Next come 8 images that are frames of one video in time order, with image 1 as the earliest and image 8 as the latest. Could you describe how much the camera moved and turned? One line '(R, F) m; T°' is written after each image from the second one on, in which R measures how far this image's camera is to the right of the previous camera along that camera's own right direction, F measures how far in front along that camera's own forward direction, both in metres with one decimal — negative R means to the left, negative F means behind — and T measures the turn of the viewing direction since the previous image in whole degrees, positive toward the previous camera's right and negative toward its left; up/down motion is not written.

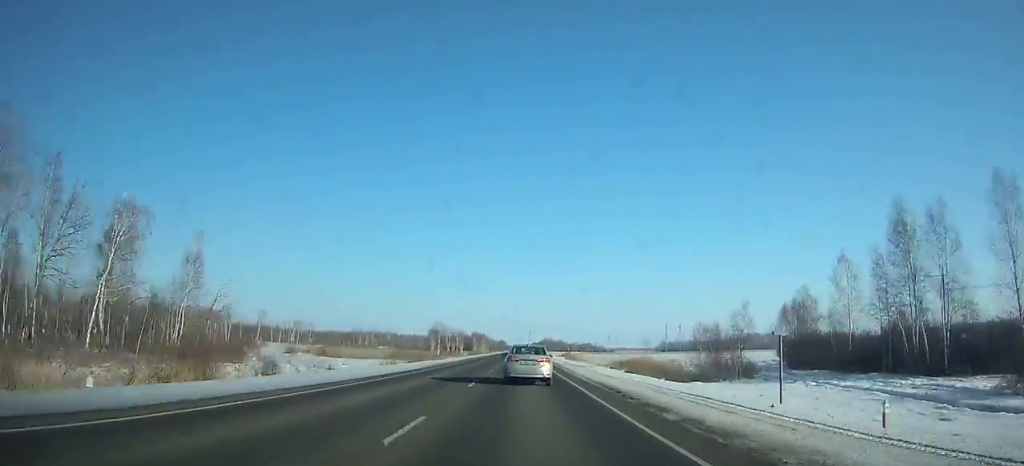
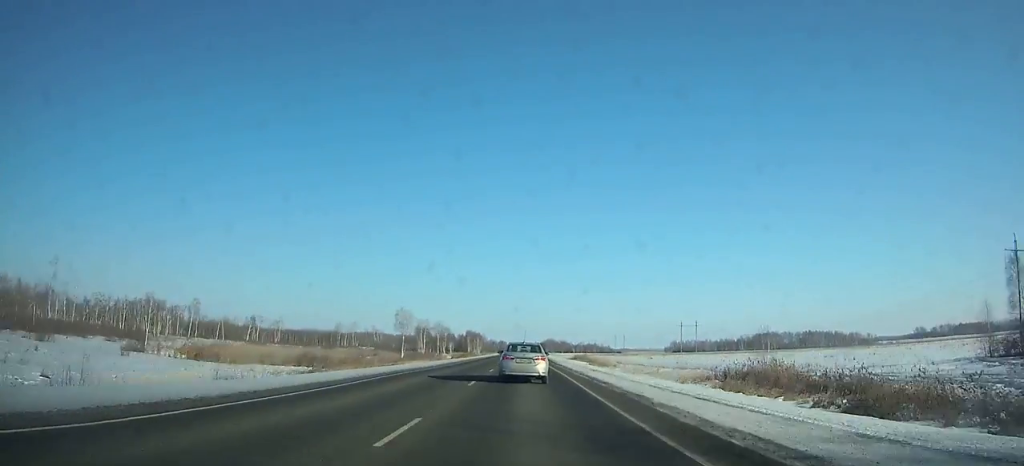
(-0.2, +48.3) m; 0°
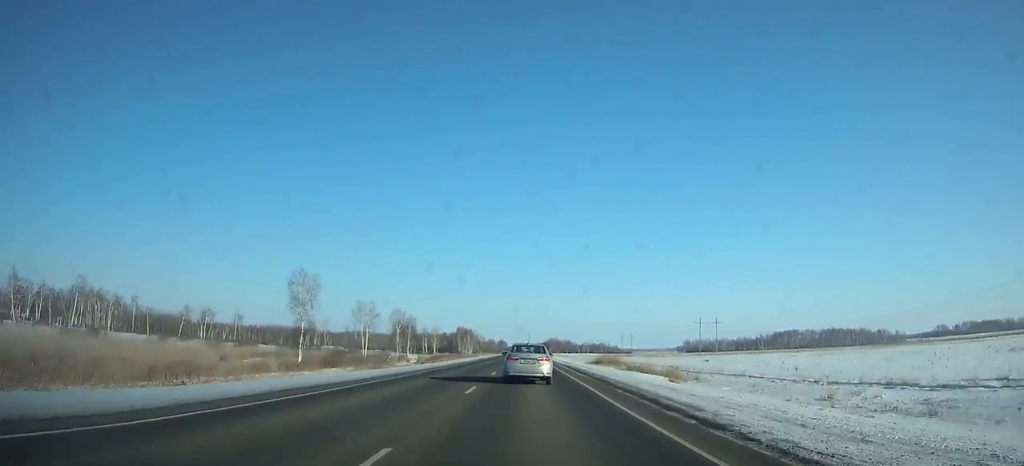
(0.0, +51.1) m; 0°
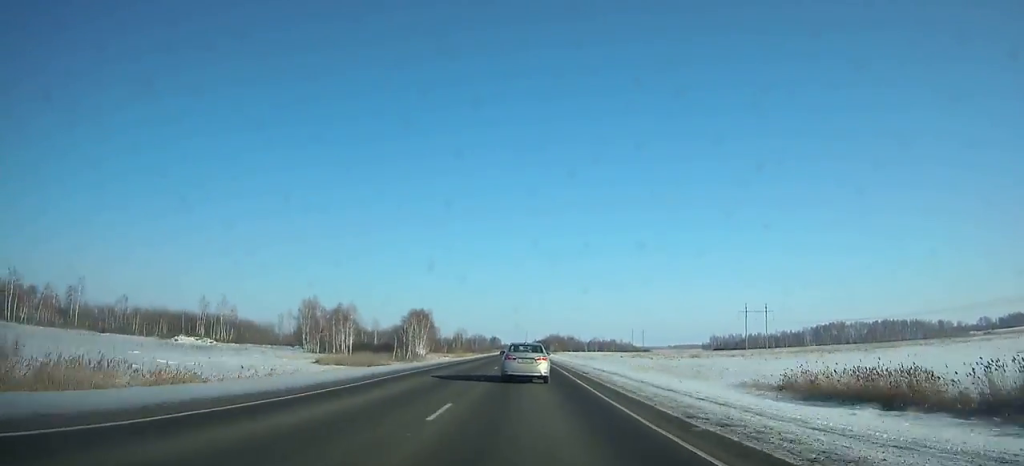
(+0.5, +100.0) m; 0°
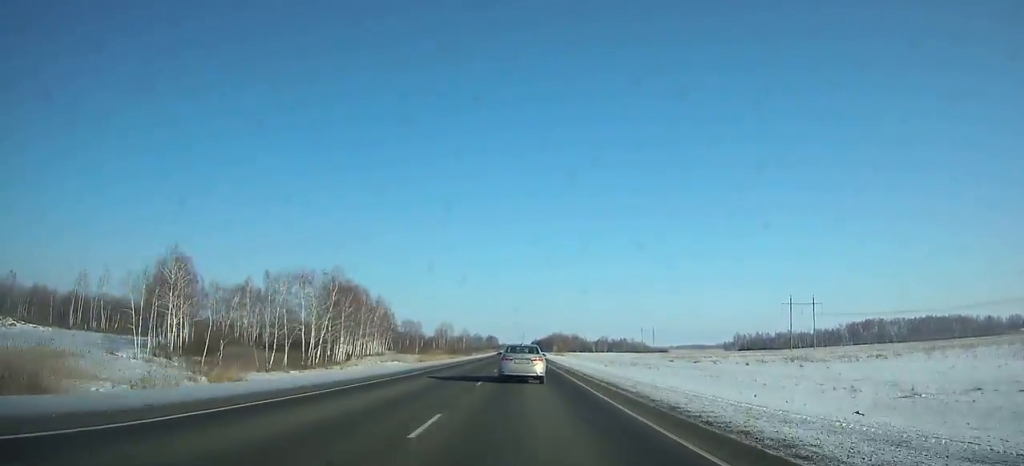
(+0.1, +62.2) m; 0°
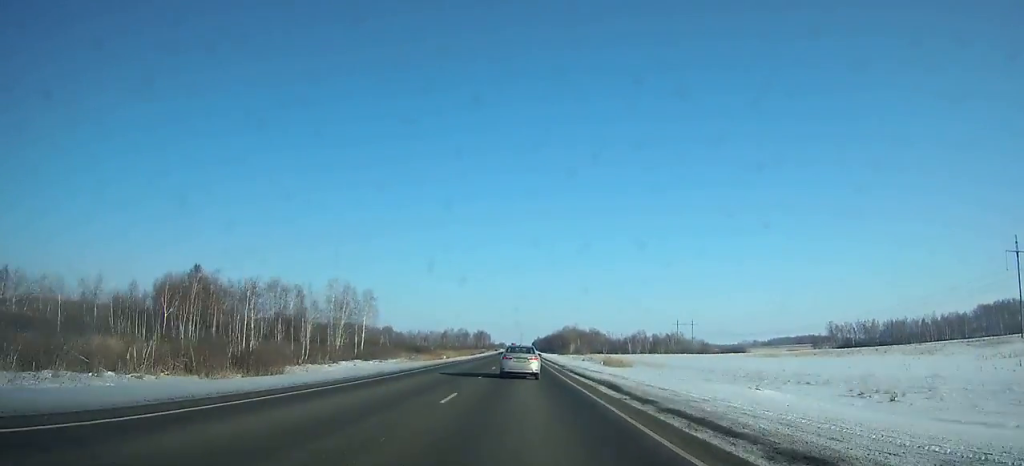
(+0.2, +149.1) m; 0°
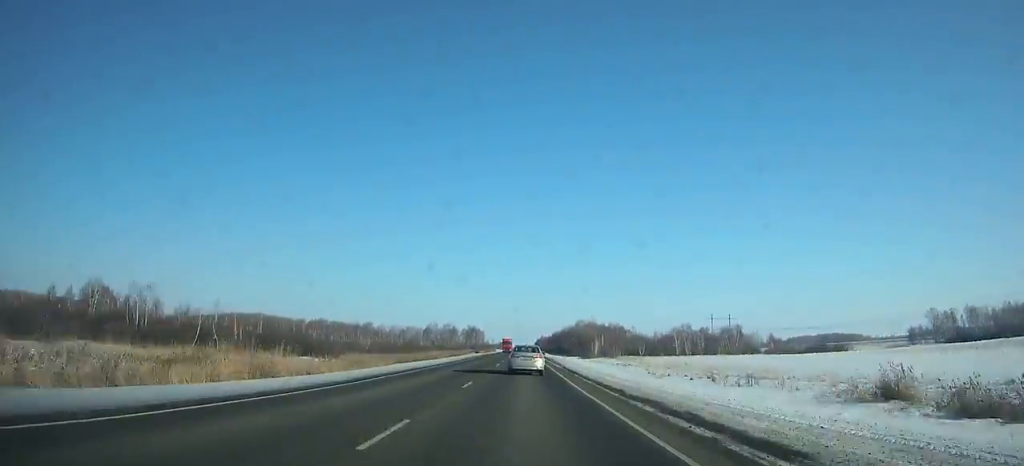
(-0.6, +89.8) m; 0°
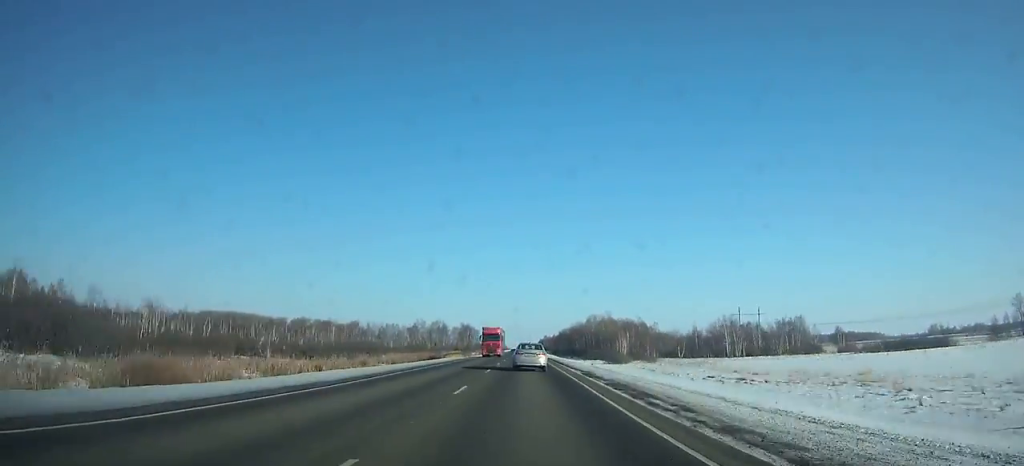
(-0.1, +51.9) m; 0°
